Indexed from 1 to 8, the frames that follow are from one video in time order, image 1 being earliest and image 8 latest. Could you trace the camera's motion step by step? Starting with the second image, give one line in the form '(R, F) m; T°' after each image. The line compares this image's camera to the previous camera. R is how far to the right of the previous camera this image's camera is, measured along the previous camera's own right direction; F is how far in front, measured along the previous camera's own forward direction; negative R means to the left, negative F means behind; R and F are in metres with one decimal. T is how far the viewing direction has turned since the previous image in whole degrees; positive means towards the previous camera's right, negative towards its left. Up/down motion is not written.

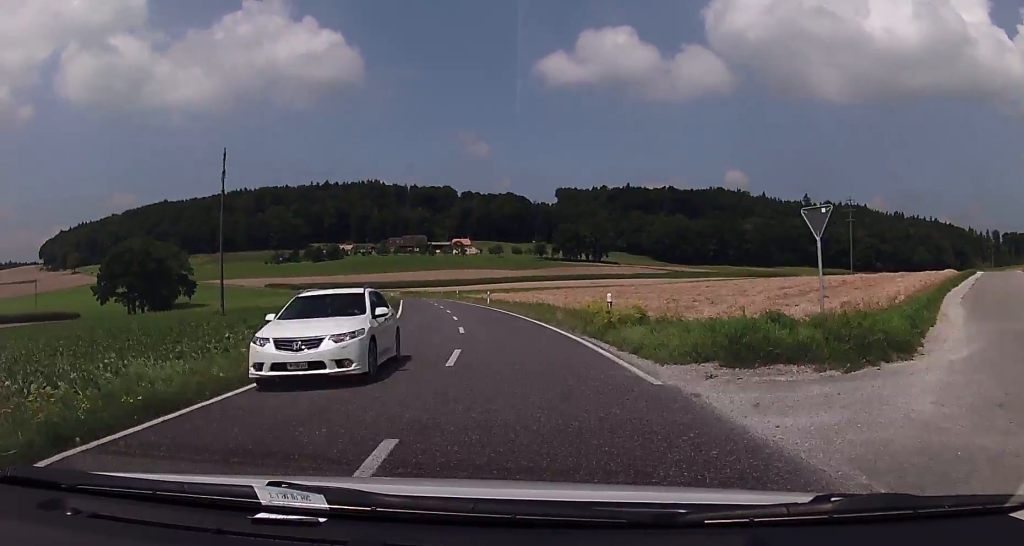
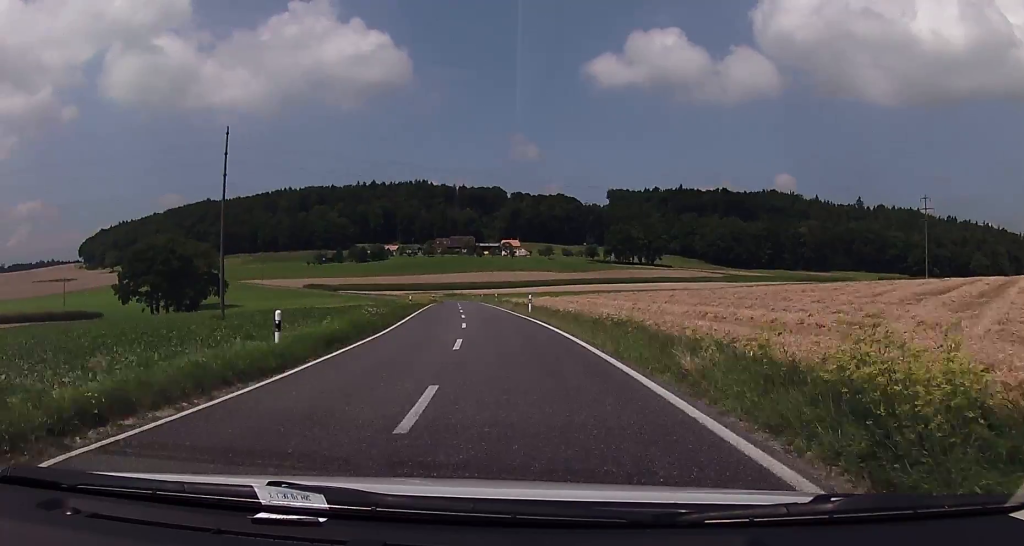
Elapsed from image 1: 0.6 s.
(-0.1, +14.4) m; -4°
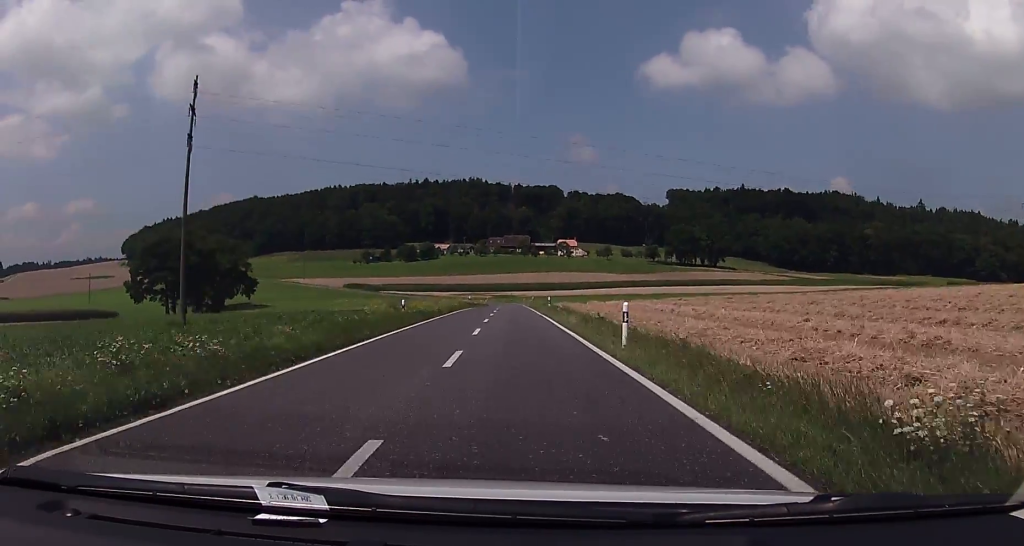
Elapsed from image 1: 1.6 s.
(-1.4, +21.9) m; -6°
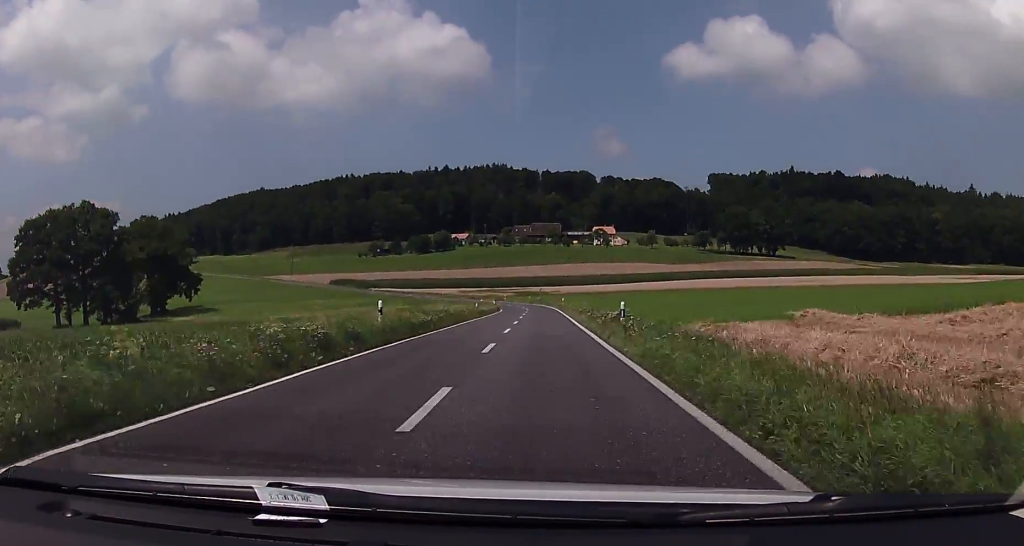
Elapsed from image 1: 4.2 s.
(-2.3, +59.8) m; -3°
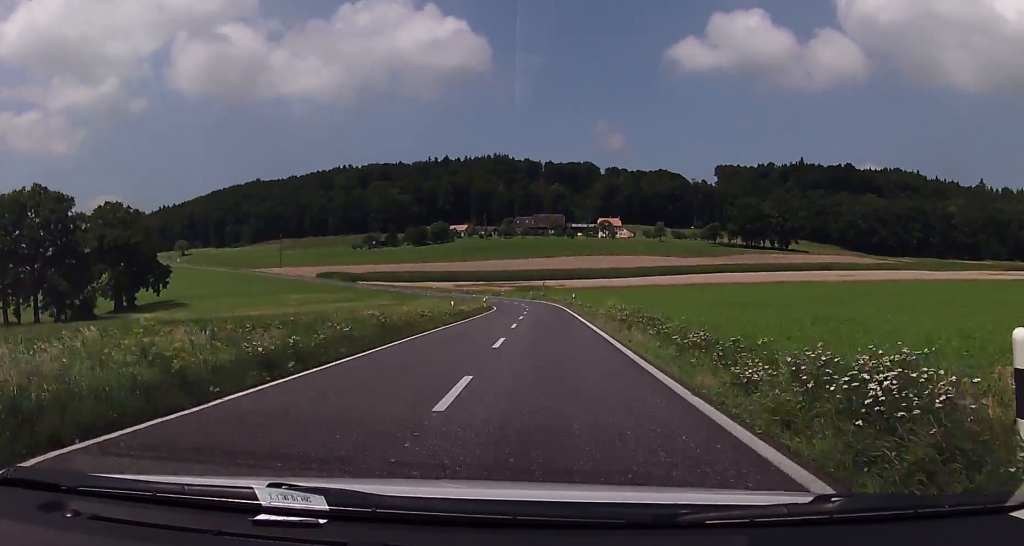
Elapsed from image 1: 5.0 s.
(0.0, +16.8) m; 0°
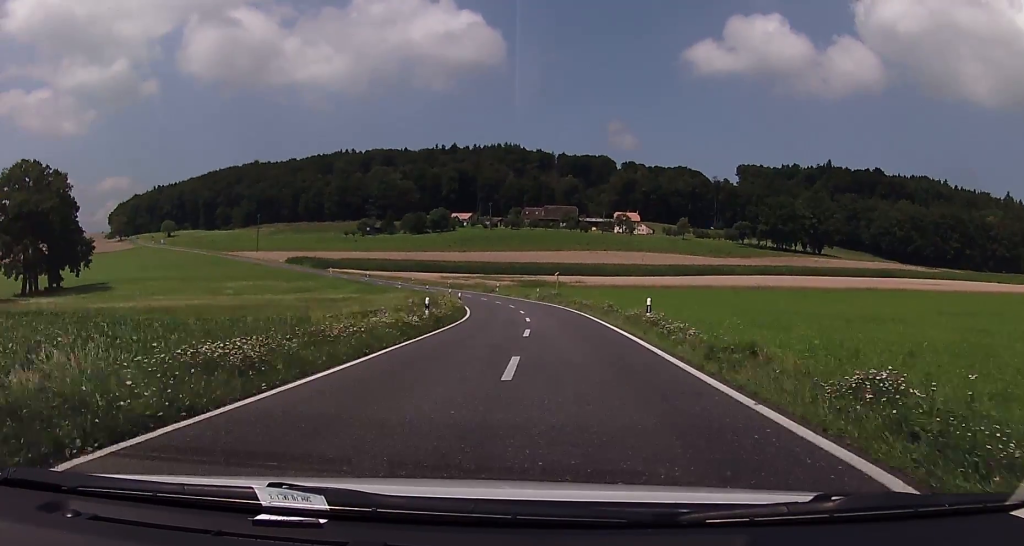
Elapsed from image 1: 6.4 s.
(+0.2, +33.3) m; 0°
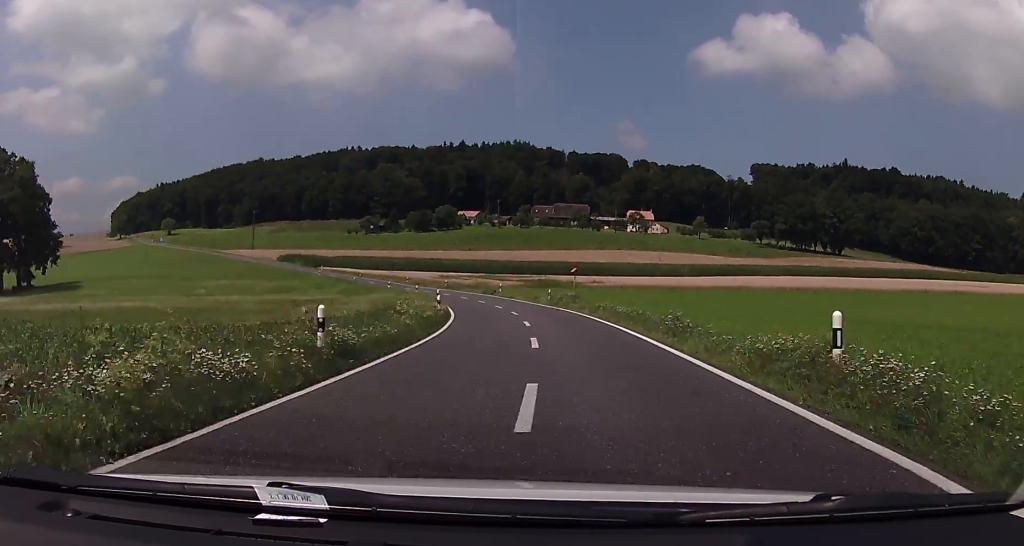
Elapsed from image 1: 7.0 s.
(-0.1, +12.8) m; -1°
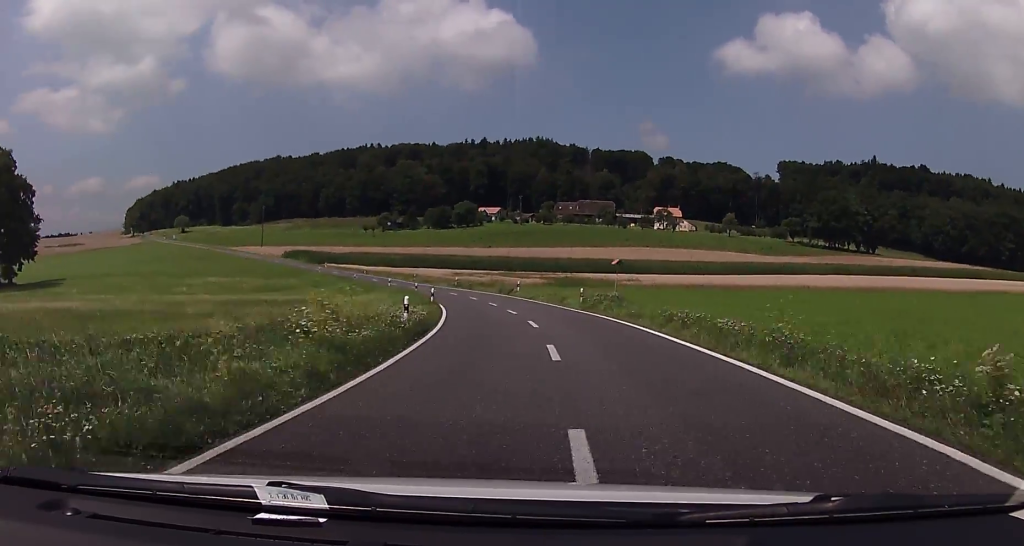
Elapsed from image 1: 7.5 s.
(+0.1, +12.0) m; -1°
